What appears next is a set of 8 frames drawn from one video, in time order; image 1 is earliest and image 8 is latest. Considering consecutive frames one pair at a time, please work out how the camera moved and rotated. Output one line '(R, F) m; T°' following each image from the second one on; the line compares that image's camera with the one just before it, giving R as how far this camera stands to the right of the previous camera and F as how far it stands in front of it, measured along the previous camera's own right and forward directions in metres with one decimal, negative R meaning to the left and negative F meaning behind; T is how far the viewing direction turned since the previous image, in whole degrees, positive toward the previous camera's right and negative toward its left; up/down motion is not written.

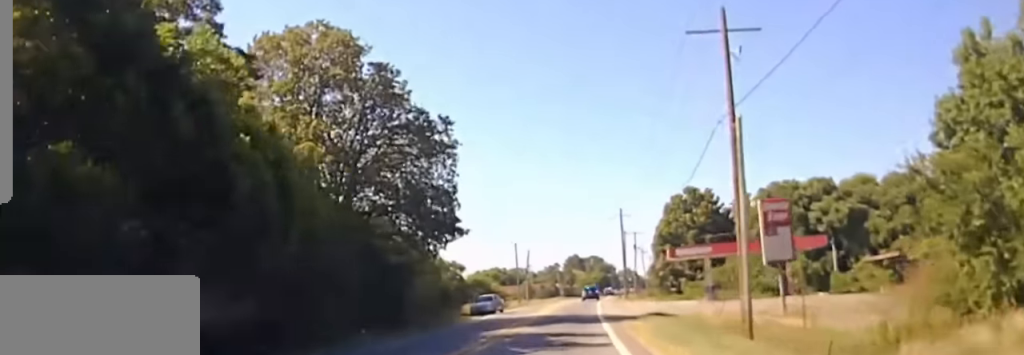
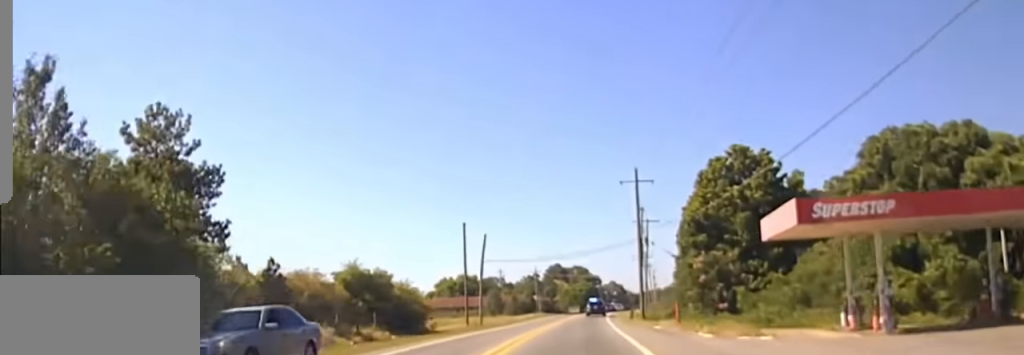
(+0.5, +56.7) m; +1°
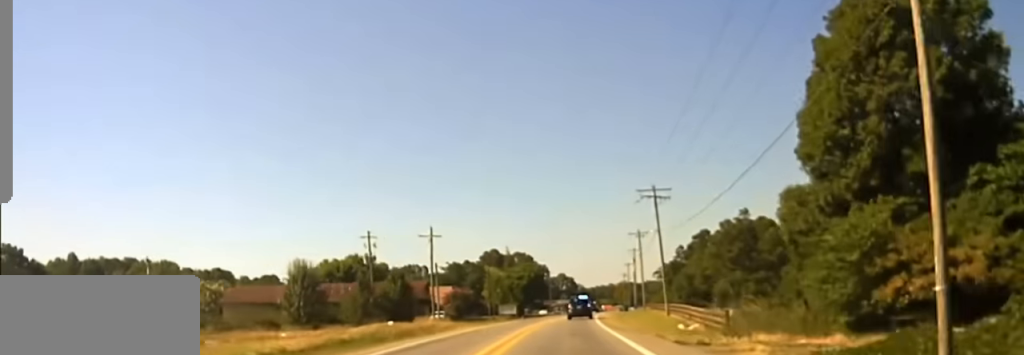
(+3.2, +93.5) m; +3°
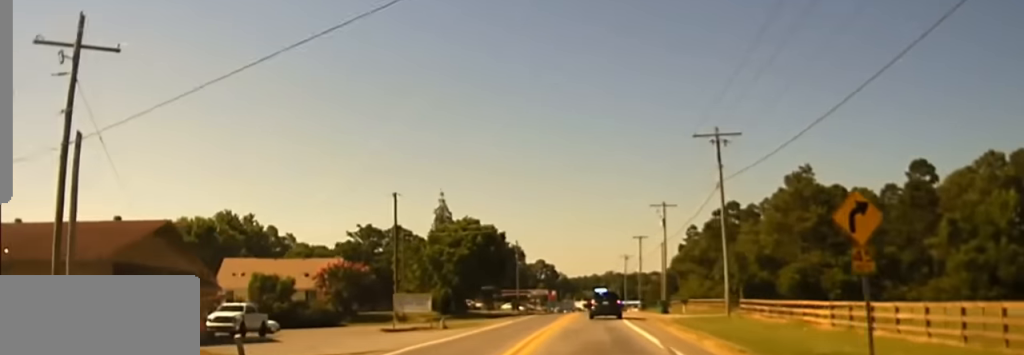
(+0.5, +64.9) m; +1°
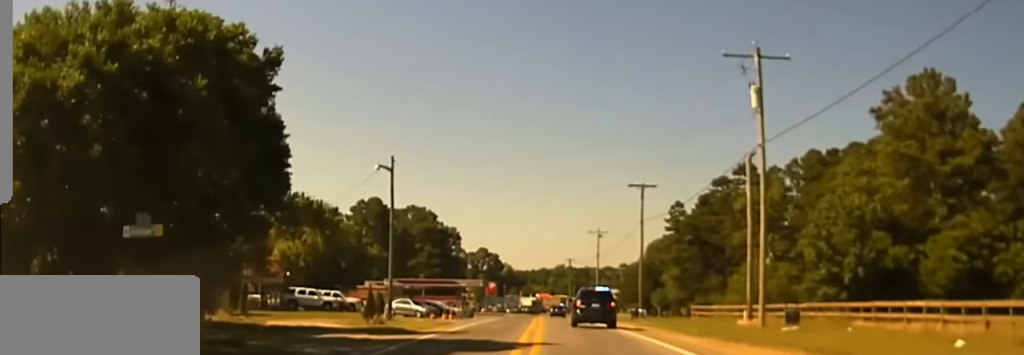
(+1.0, +56.1) m; +2°
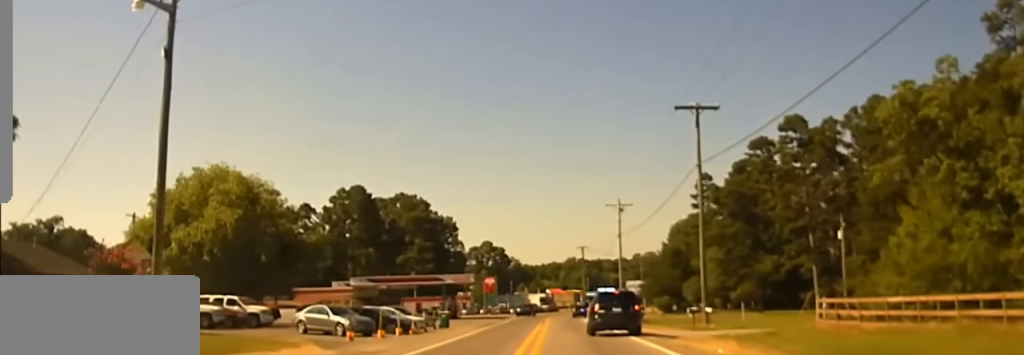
(+0.3, +29.3) m; +1°
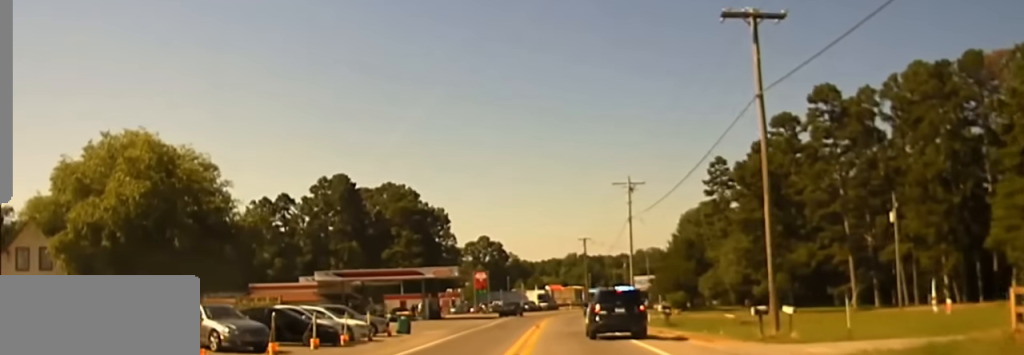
(+0.1, +16.8) m; 0°
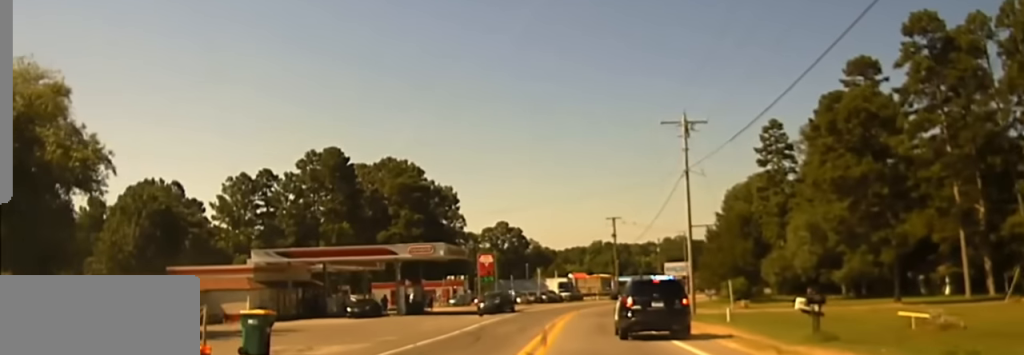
(+0.1, +27.2) m; 0°
